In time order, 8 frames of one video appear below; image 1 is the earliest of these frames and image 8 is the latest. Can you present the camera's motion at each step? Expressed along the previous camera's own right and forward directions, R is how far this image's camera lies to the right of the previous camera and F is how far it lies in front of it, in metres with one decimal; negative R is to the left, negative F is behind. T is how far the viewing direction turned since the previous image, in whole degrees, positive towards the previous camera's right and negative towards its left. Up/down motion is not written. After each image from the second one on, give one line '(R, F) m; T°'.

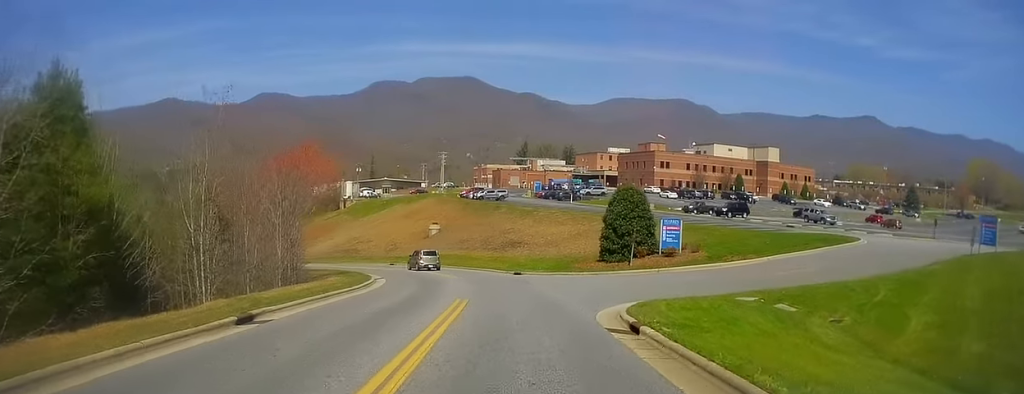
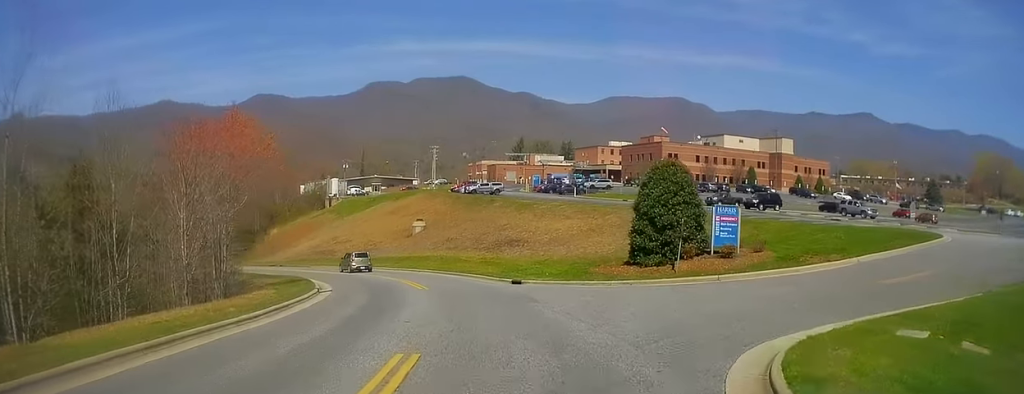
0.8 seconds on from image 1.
(0.0, +10.6) m; -1°
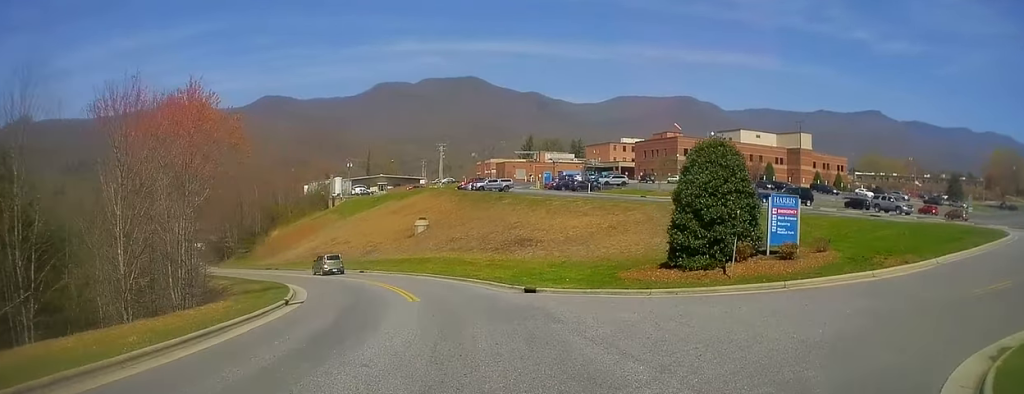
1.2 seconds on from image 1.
(+0.2, +5.3) m; -1°
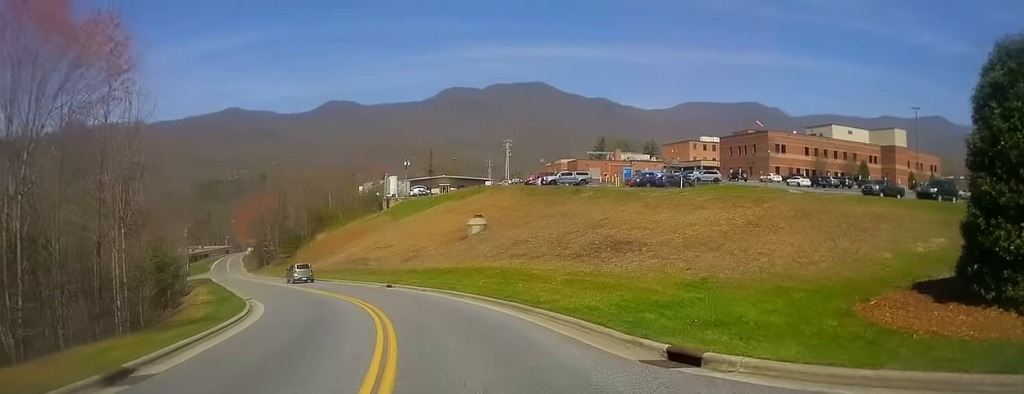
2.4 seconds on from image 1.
(-0.8, +13.8) m; -5°
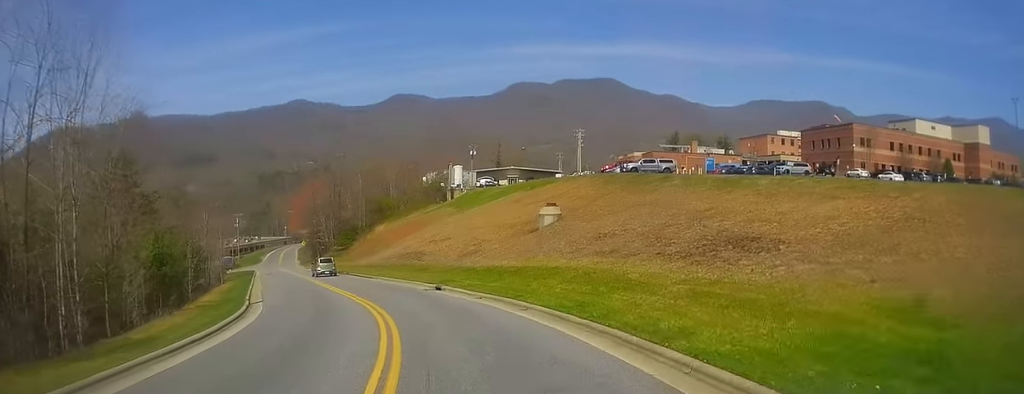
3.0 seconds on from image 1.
(-0.1, +7.7) m; -4°
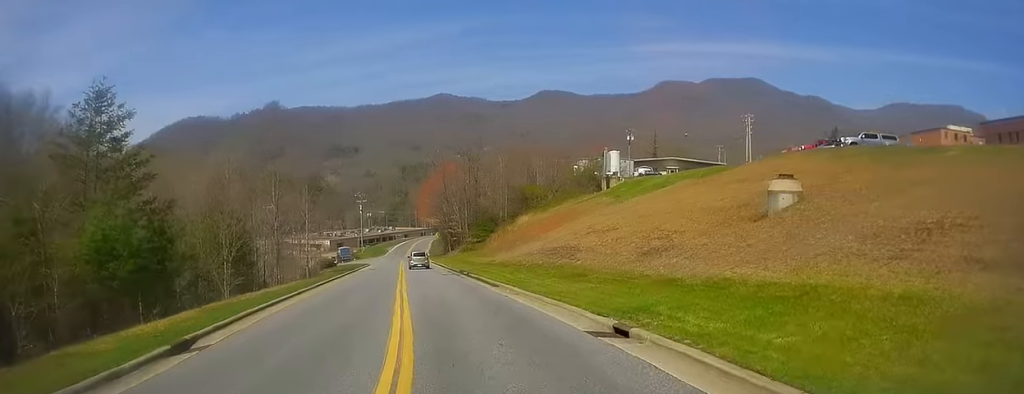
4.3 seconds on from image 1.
(-1.5, +16.2) m; -13°
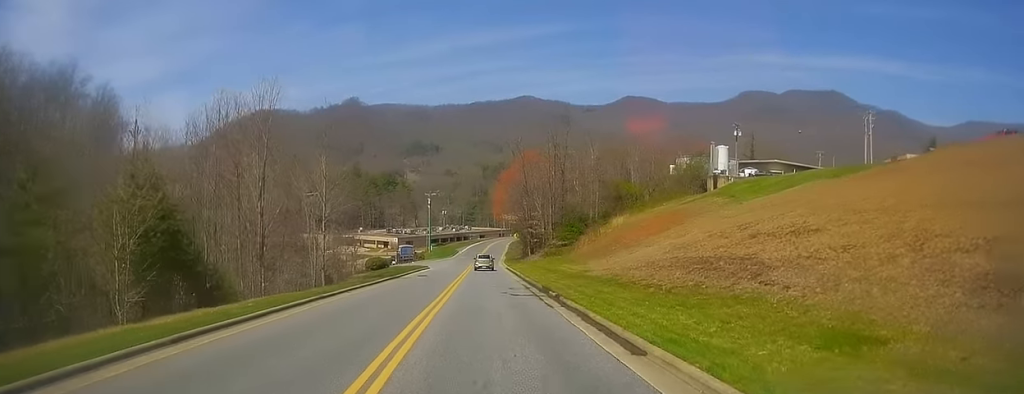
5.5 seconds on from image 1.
(-1.5, +16.5) m; -10°
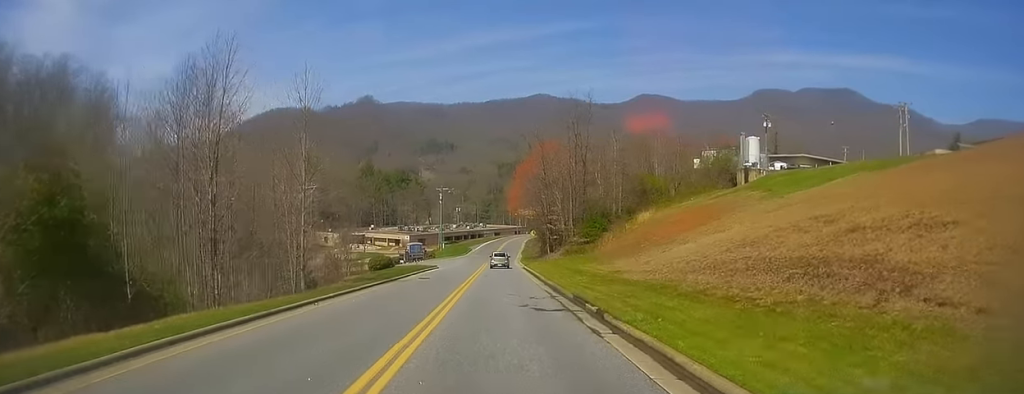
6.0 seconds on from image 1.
(-0.5, +7.0) m; -2°
